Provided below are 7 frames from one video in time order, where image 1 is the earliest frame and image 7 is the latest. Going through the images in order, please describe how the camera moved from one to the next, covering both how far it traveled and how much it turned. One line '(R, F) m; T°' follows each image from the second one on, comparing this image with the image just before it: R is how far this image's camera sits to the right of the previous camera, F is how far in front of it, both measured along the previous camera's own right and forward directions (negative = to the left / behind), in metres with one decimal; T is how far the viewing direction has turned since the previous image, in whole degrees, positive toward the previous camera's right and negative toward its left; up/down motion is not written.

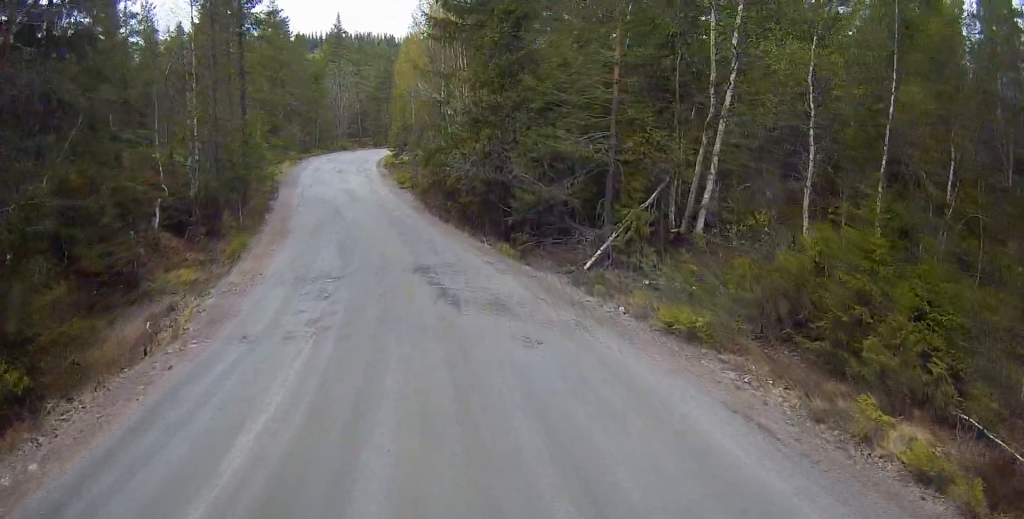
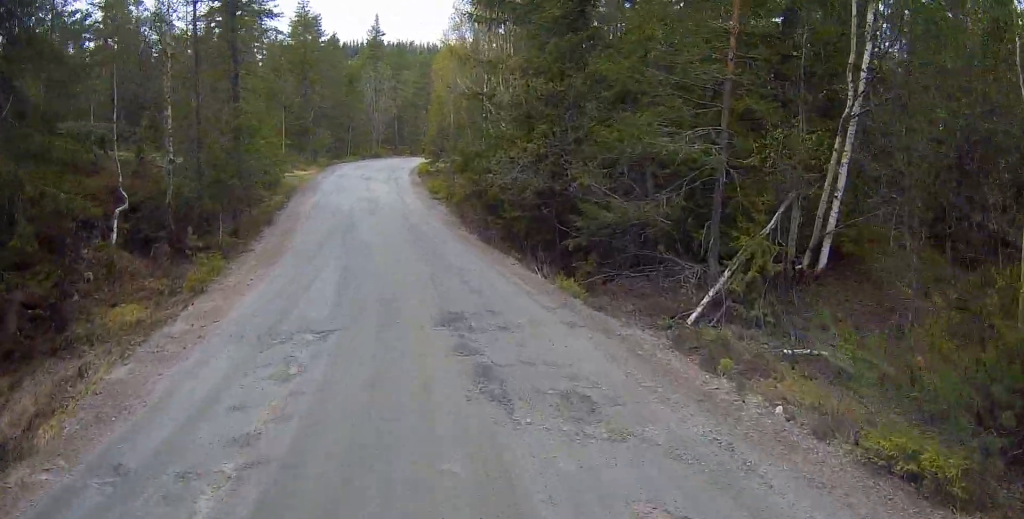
(-0.1, +4.1) m; -2°
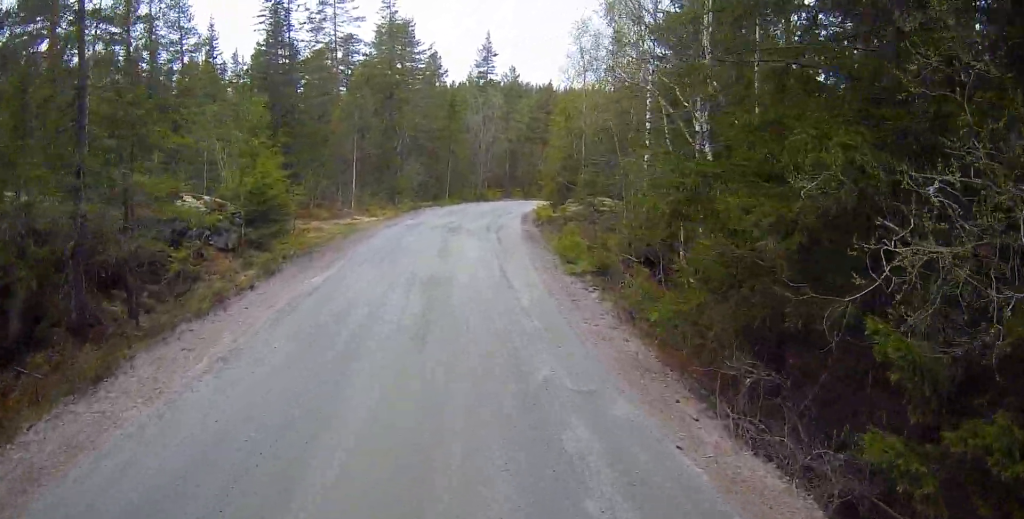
(-0.9, +14.2) m; -9°
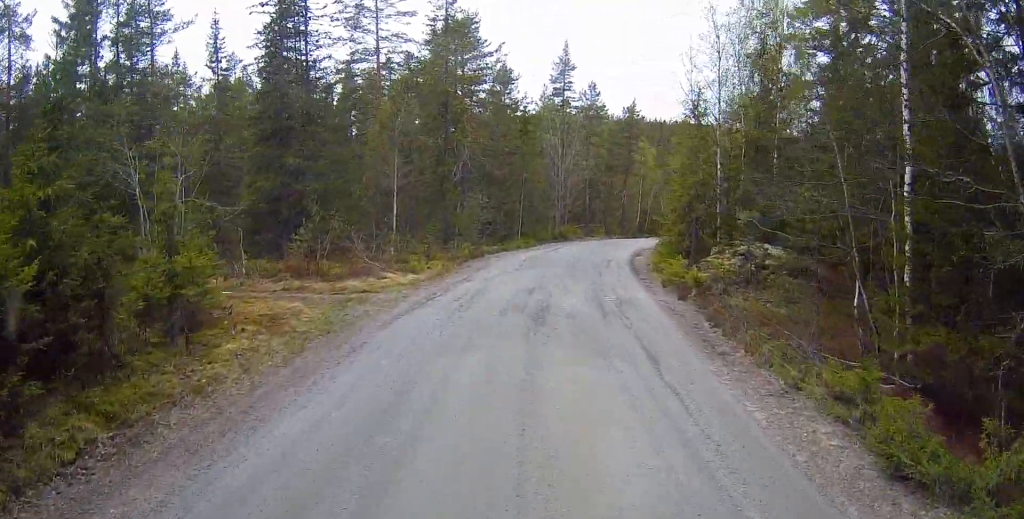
(-0.3, +11.3) m; -3°
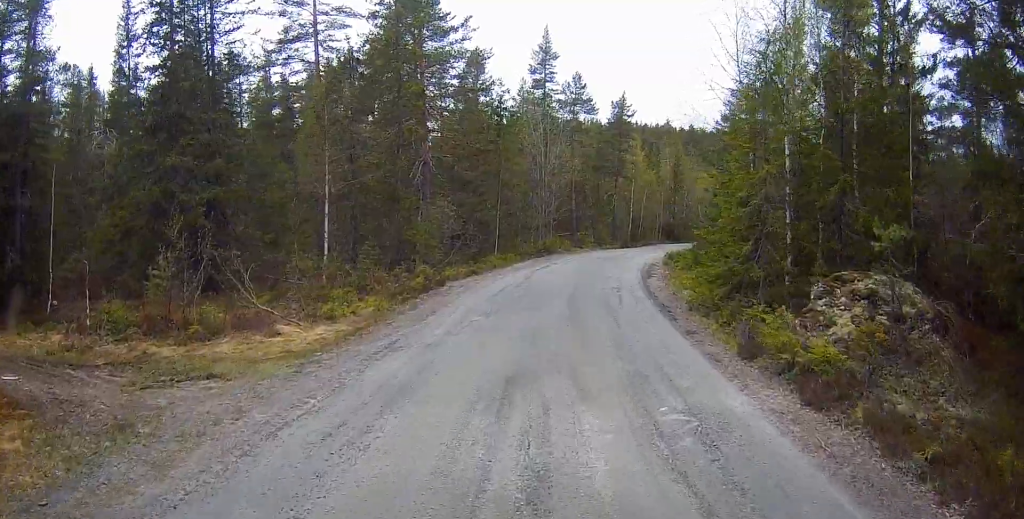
(-0.2, +7.5) m; -1°
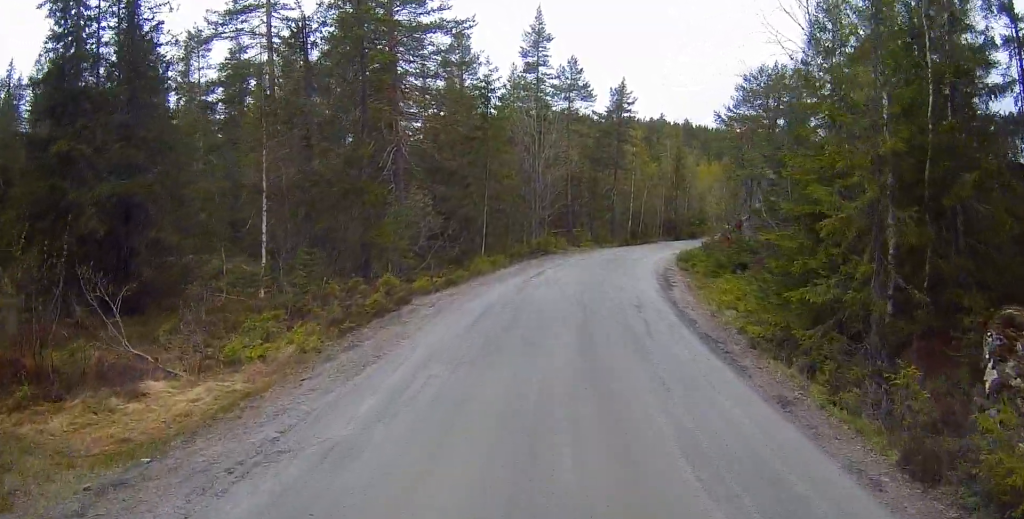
(+0.1, +4.5) m; 0°
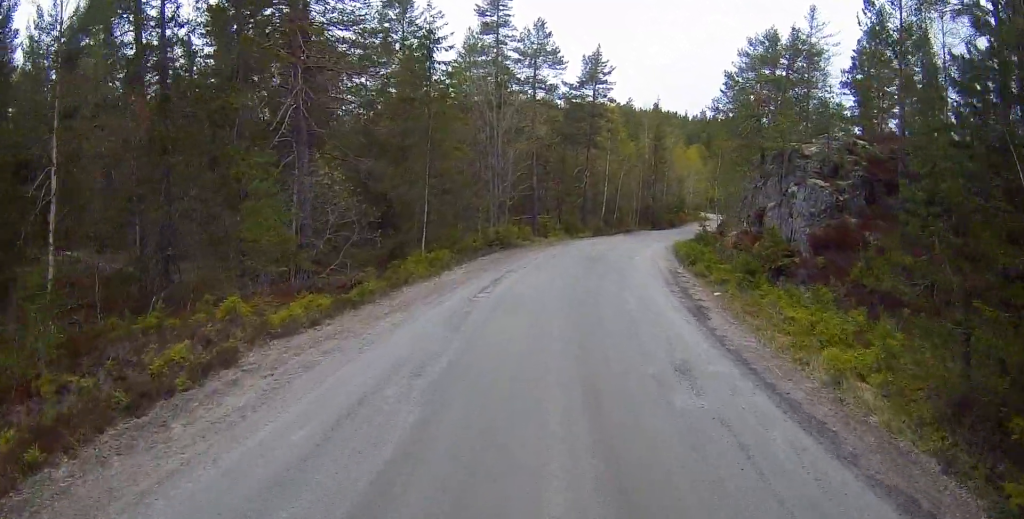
(-0.1, +6.9) m; -1°
